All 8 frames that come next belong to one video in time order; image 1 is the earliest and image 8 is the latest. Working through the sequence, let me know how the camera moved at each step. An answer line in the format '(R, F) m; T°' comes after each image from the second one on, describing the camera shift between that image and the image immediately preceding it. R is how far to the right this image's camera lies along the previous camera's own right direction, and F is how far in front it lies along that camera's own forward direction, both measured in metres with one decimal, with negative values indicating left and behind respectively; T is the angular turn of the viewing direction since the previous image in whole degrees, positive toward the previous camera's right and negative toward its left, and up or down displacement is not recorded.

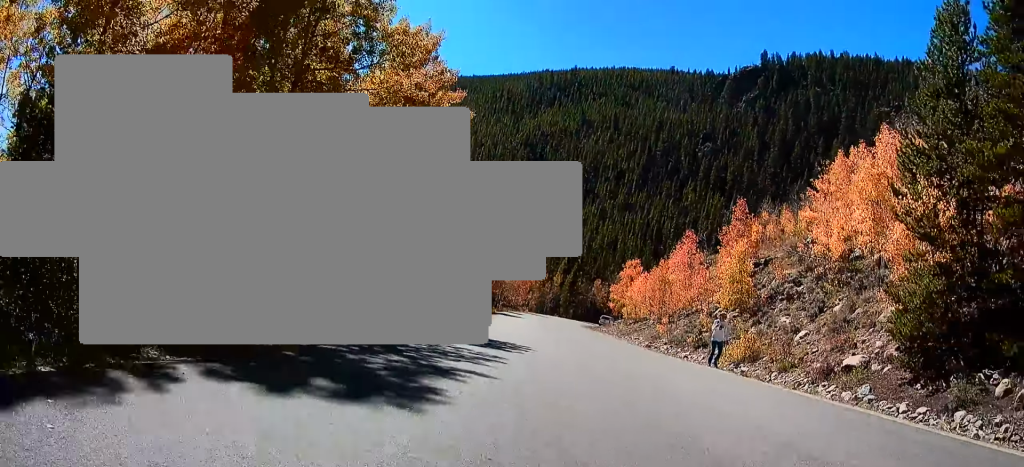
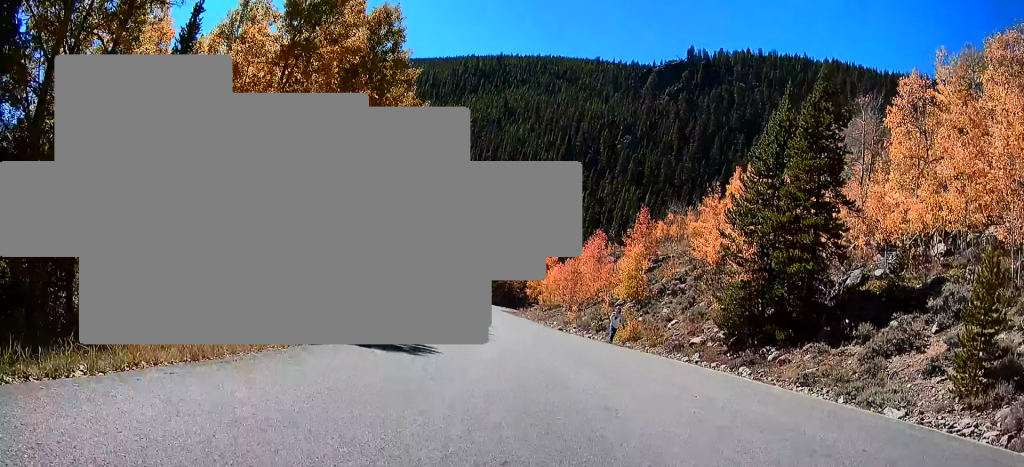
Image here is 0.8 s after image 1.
(+0.3, +5.0) m; +4°
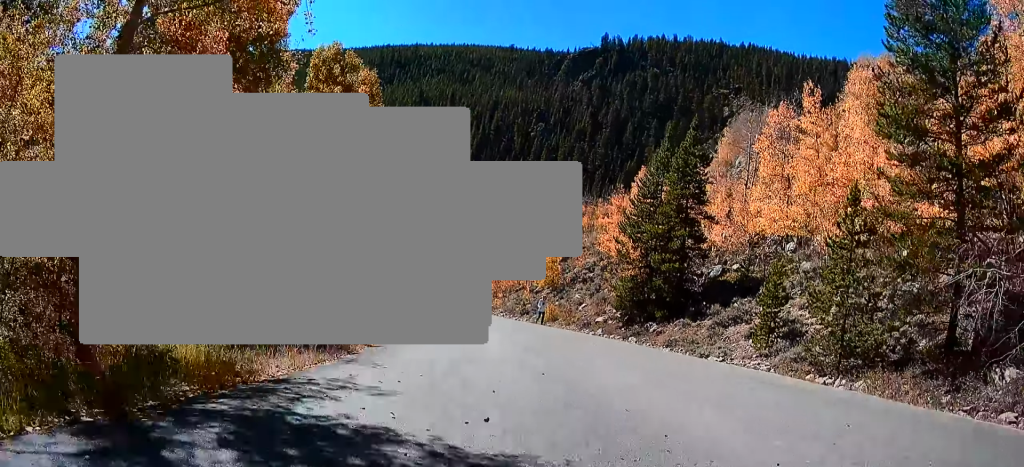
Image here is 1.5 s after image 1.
(0.0, +5.2) m; +6°
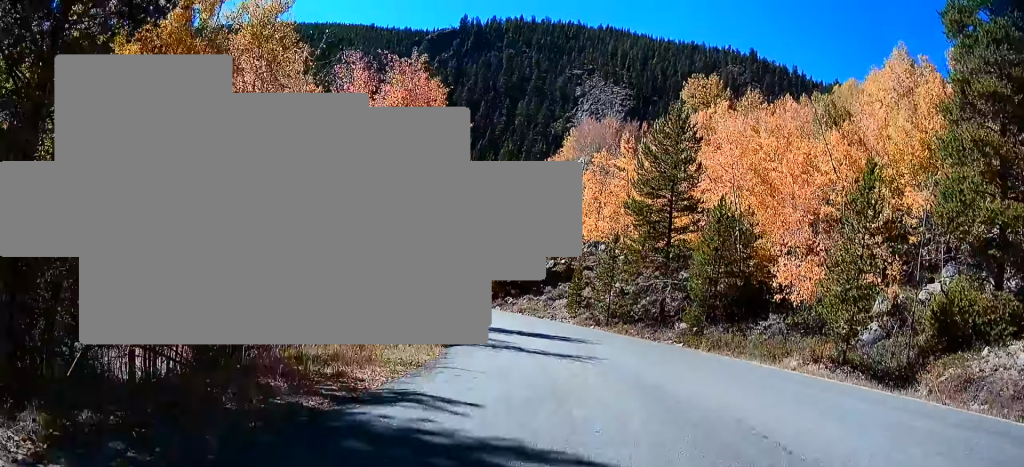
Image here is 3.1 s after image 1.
(+2.0, +11.3) m; +19°
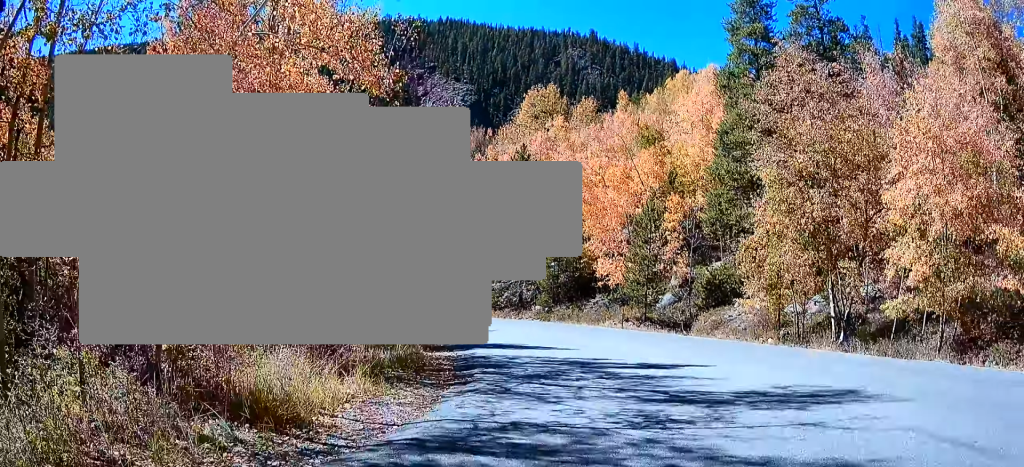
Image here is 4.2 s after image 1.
(+1.1, +8.8) m; +12°
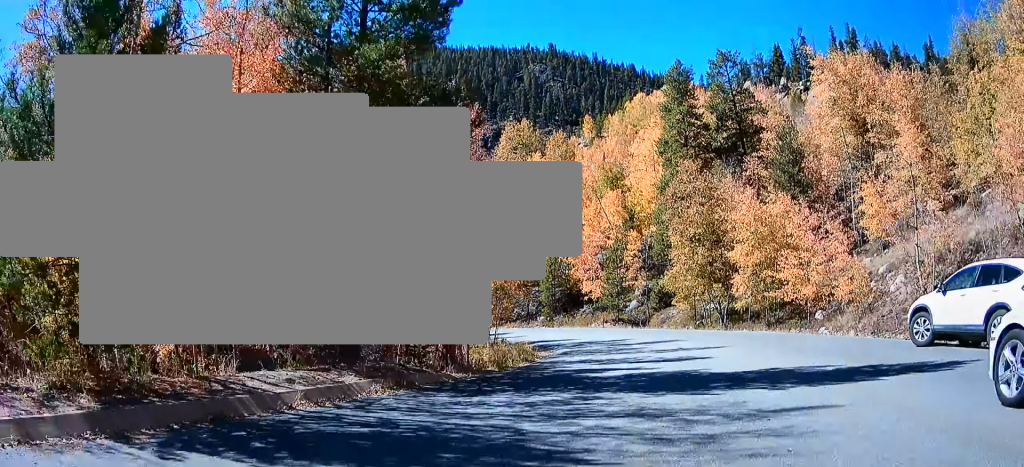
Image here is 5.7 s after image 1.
(+0.8, +11.7) m; +4°
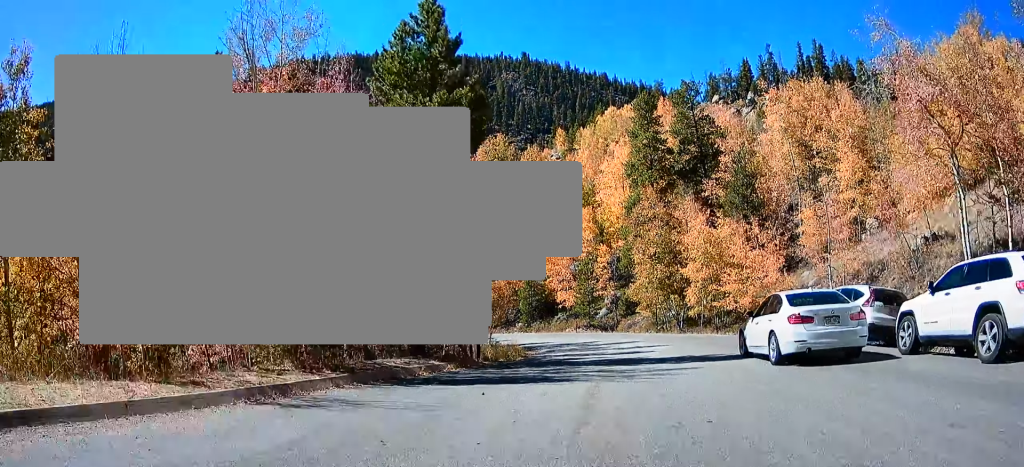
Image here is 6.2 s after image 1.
(0.0, +3.9) m; -11°
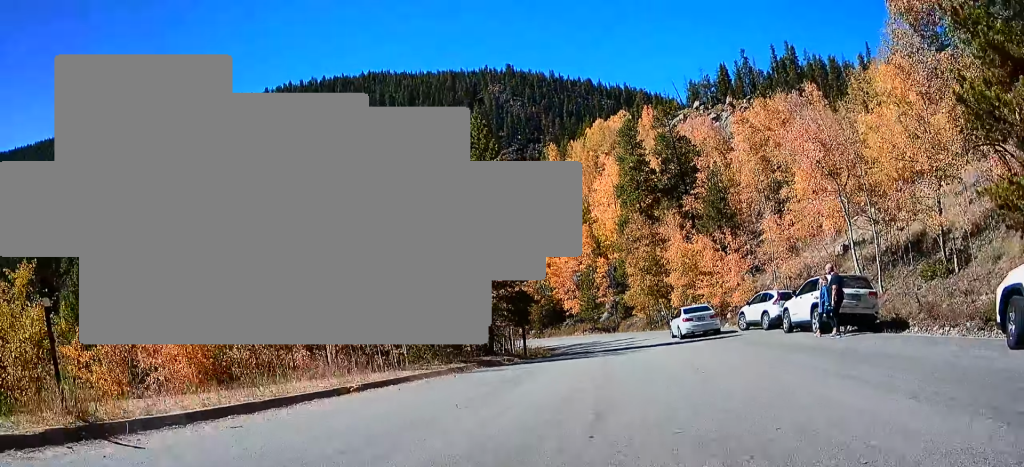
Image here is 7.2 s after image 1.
(-0.7, +4.3) m; -36°
